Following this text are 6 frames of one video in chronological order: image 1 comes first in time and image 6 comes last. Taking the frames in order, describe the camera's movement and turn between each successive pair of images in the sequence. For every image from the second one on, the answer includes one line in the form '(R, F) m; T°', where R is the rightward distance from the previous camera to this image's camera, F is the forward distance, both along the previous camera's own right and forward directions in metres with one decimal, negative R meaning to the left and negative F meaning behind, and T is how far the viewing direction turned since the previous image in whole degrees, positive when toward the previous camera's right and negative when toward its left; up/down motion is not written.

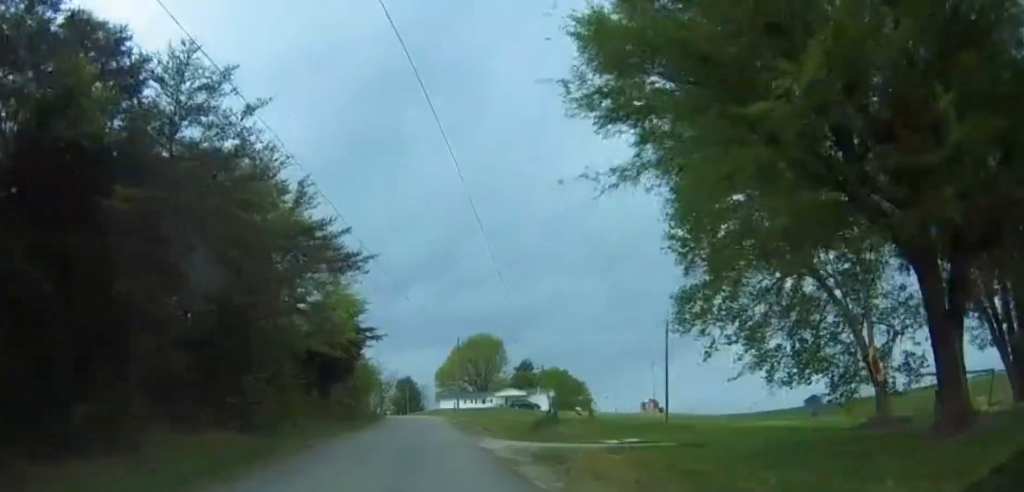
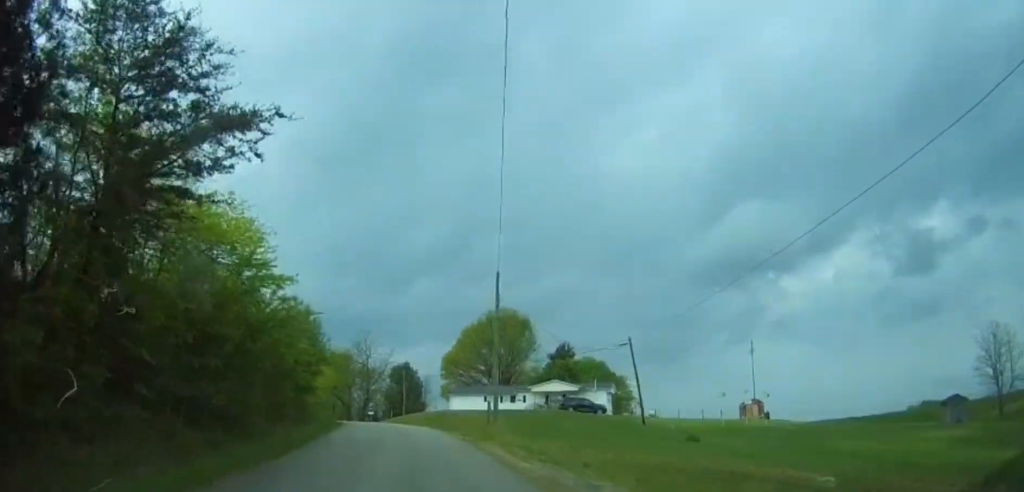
(-0.8, +38.2) m; -3°
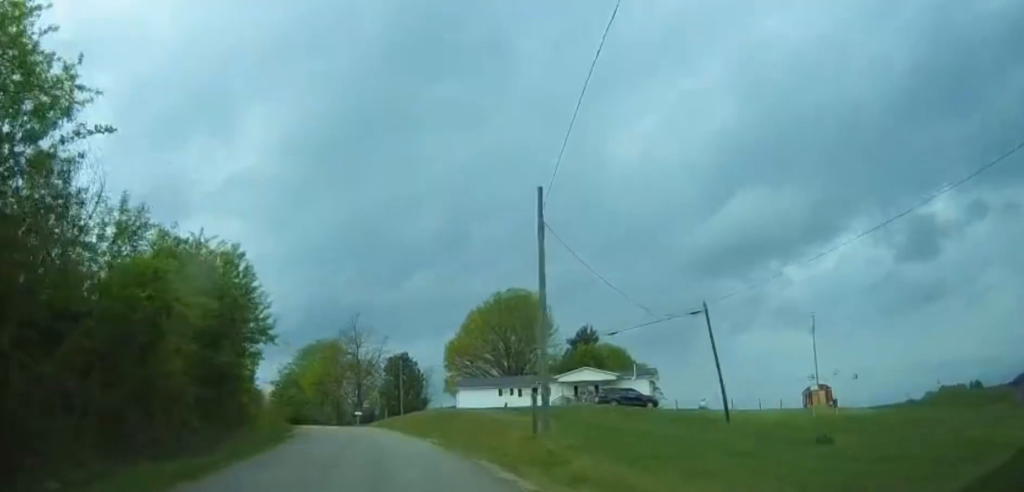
(+0.3, +15.0) m; +3°
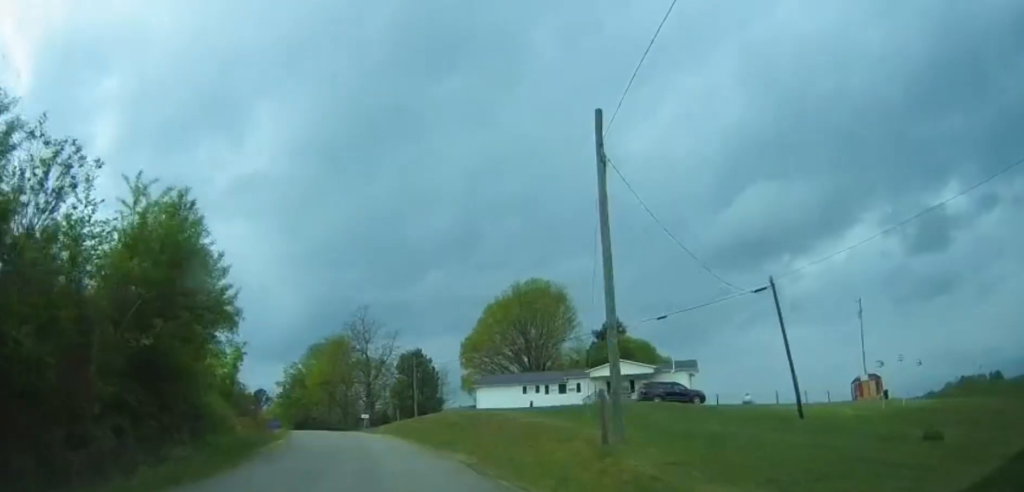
(+0.3, +6.9) m; 0°
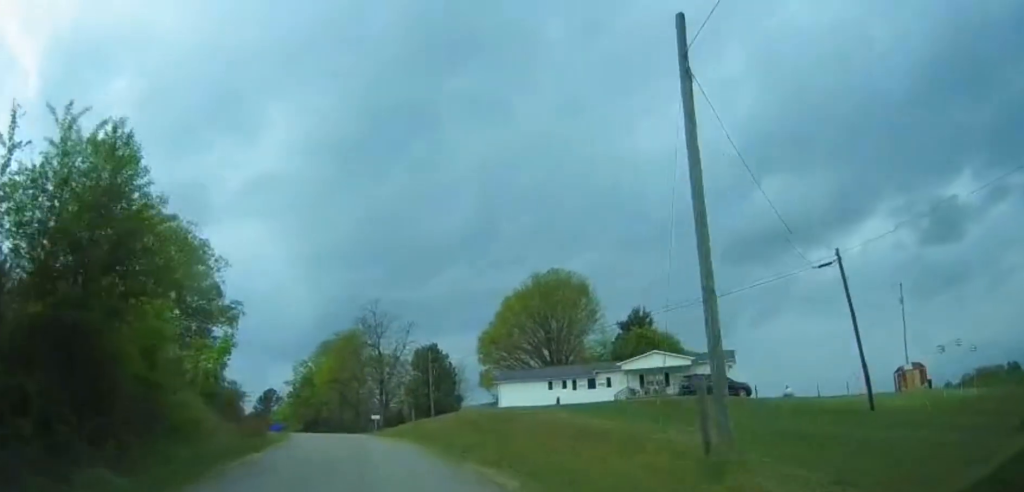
(-0.2, +5.1) m; -2°
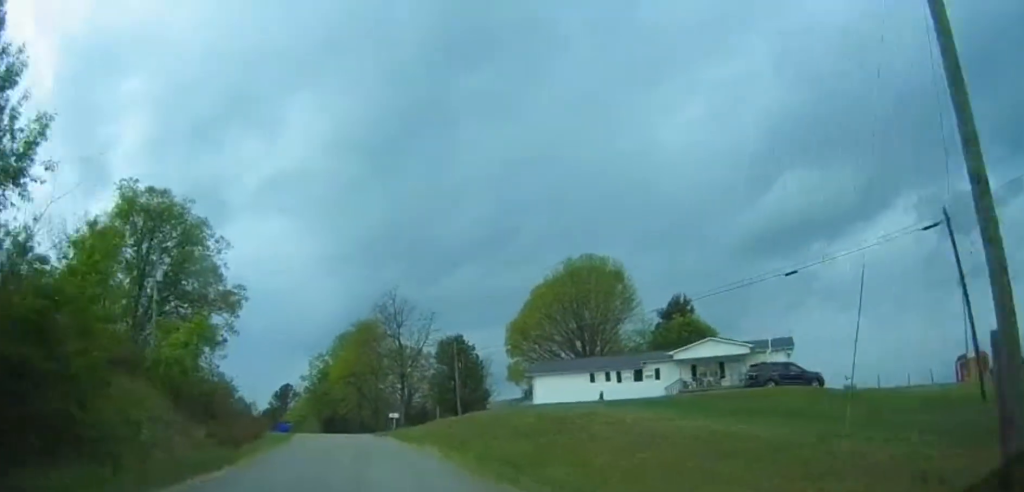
(-0.1, +6.5) m; -4°
